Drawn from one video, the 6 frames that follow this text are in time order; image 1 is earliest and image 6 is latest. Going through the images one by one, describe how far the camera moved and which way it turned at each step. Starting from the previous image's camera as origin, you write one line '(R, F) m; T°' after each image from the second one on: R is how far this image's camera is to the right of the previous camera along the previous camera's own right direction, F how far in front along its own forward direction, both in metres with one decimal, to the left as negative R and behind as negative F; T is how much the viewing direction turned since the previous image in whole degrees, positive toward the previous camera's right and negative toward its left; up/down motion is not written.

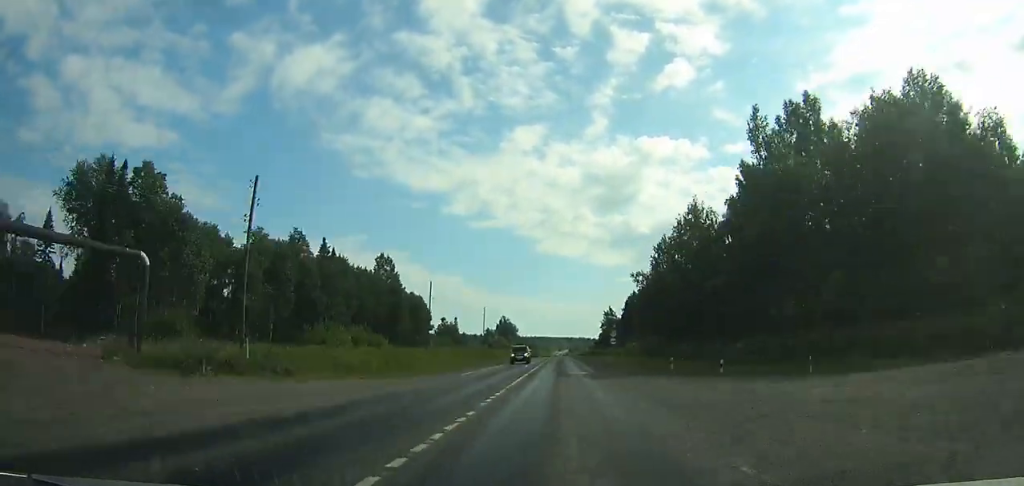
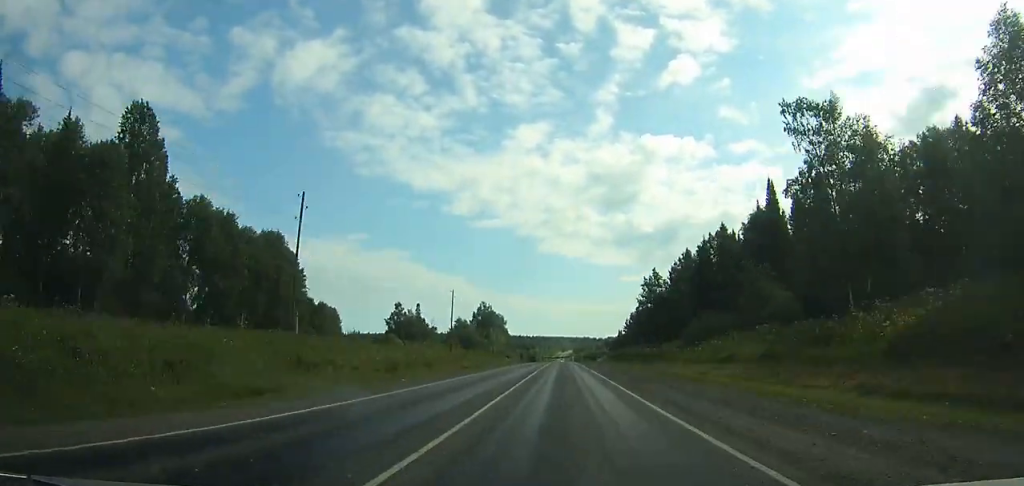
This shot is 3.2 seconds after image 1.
(-0.2, +90.7) m; 0°
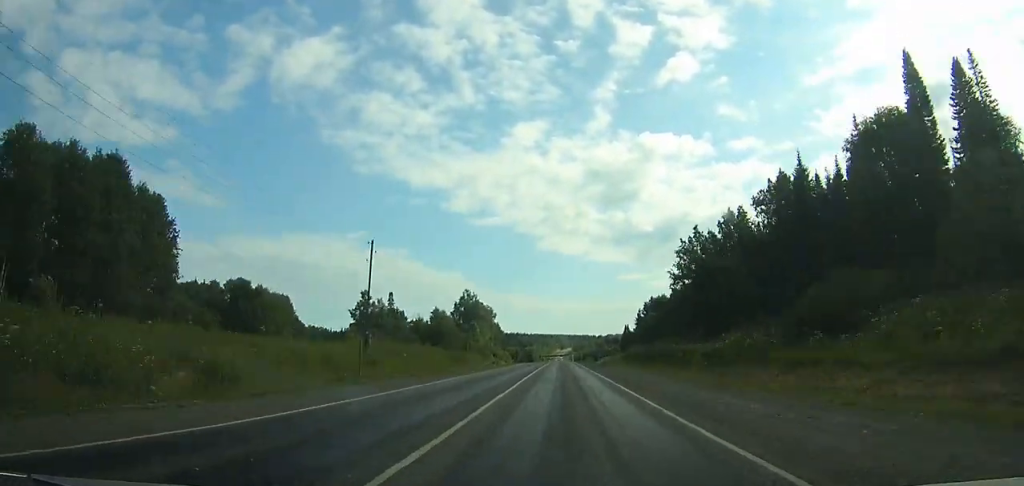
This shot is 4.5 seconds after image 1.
(0.0, +35.7) m; 0°
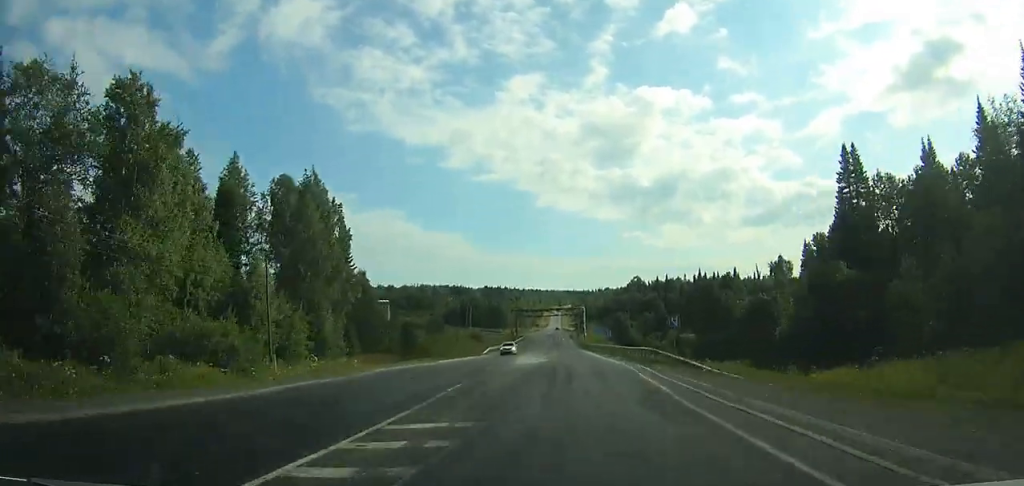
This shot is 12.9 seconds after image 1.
(0.0, +205.8) m; 0°
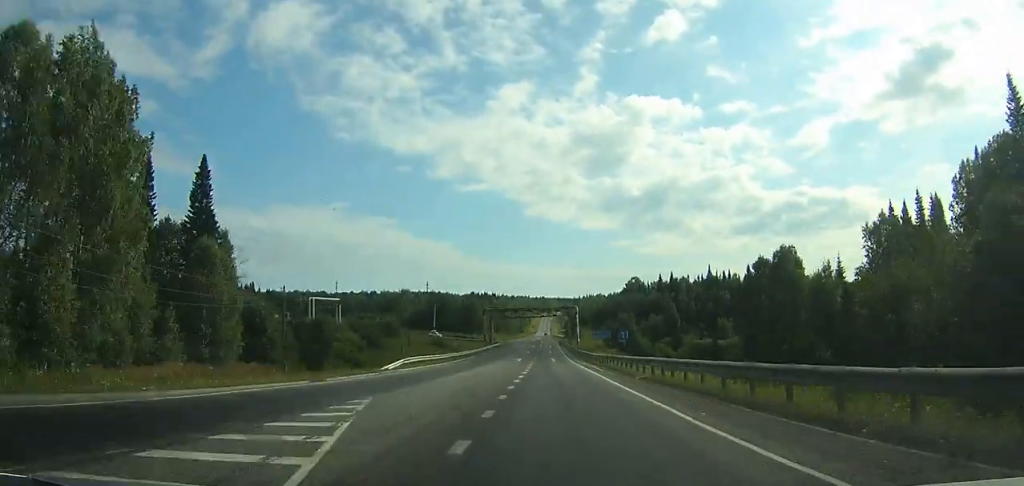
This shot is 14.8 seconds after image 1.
(+0.4, +41.0) m; 0°
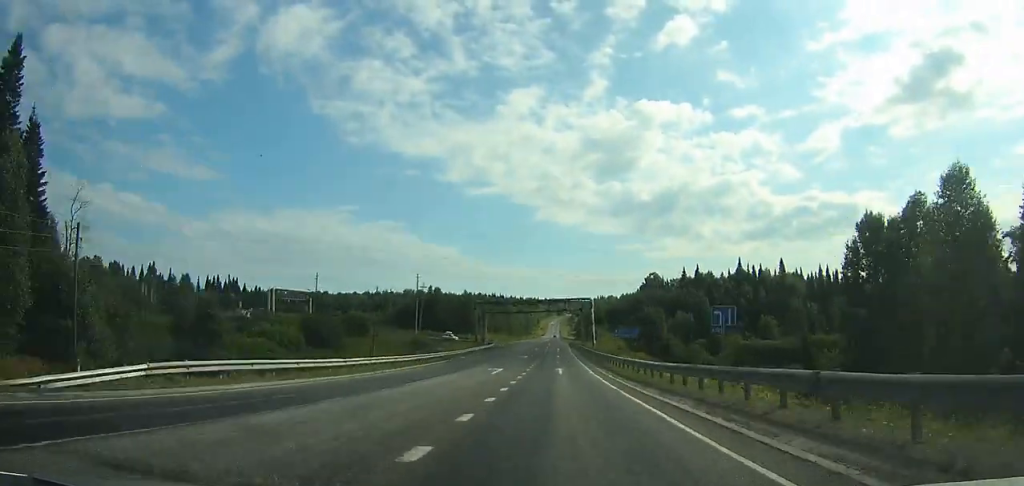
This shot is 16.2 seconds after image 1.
(+0.2, +30.1) m; 0°
